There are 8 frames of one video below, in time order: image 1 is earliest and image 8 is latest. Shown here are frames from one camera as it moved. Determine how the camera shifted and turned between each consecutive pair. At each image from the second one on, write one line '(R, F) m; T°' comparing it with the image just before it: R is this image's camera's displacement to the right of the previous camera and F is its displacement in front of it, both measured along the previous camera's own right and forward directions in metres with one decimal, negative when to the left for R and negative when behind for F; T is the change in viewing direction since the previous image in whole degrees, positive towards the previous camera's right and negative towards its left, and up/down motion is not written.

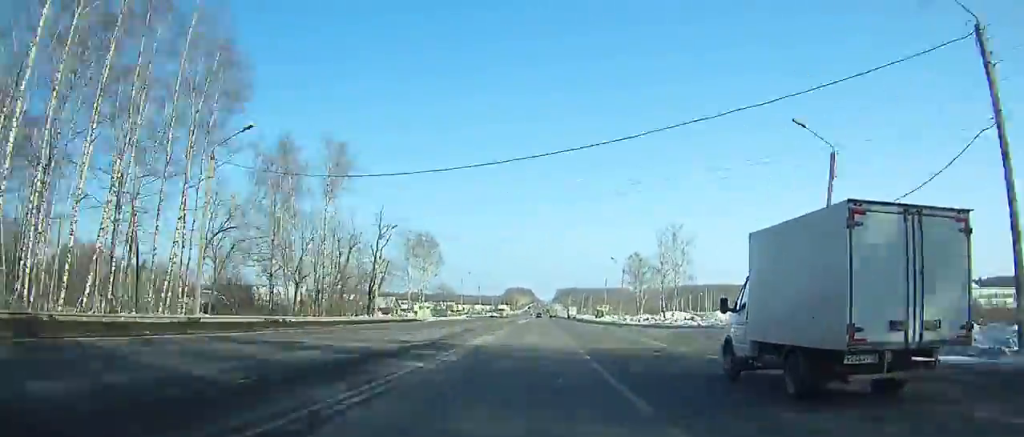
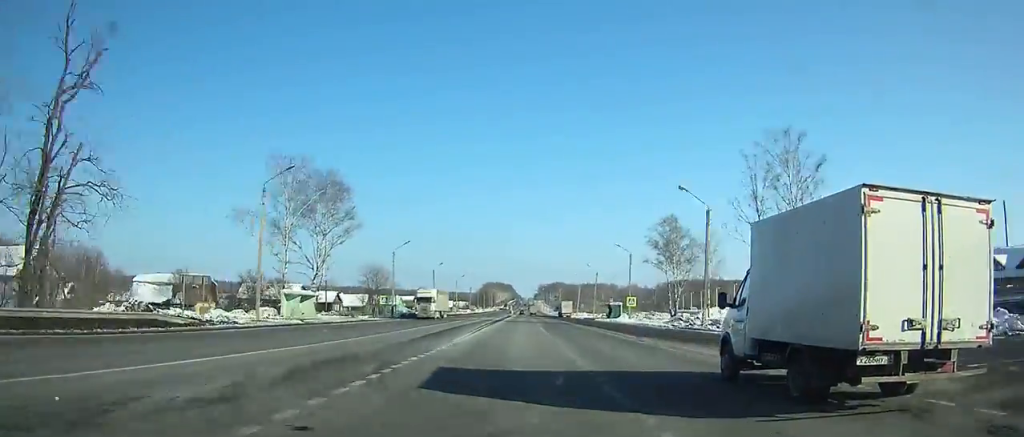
(+0.8, +54.7) m; +1°
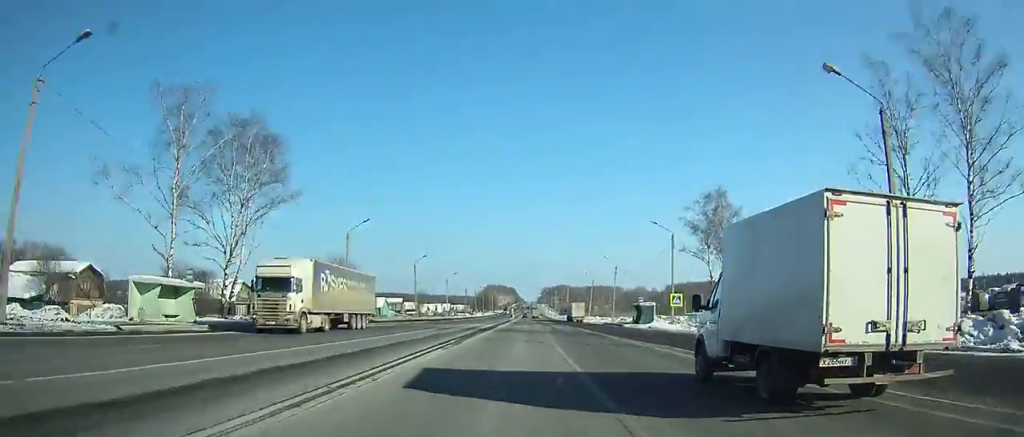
(0.0, +23.5) m; 0°
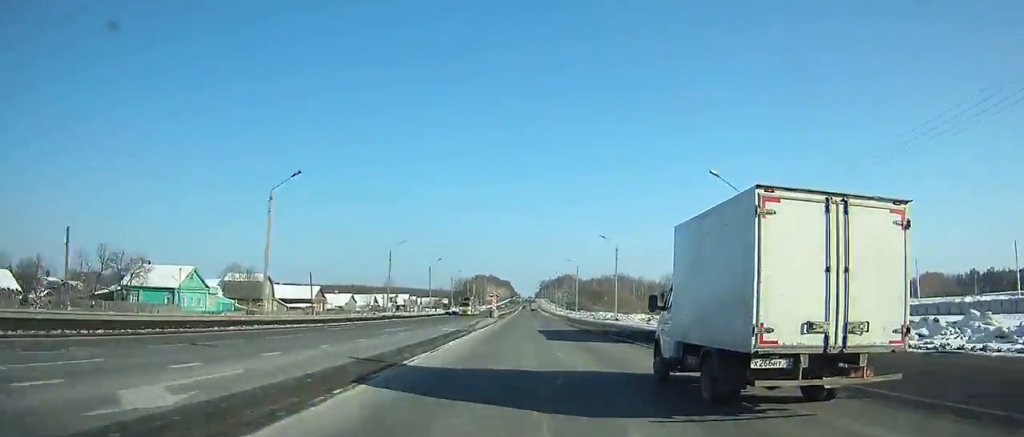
(+0.1, +95.5) m; 0°
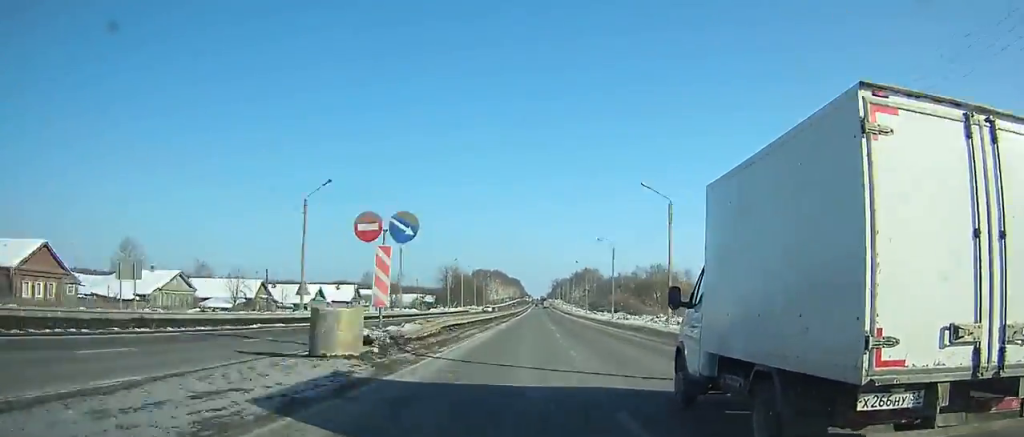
(-0.4, +69.4) m; 0°
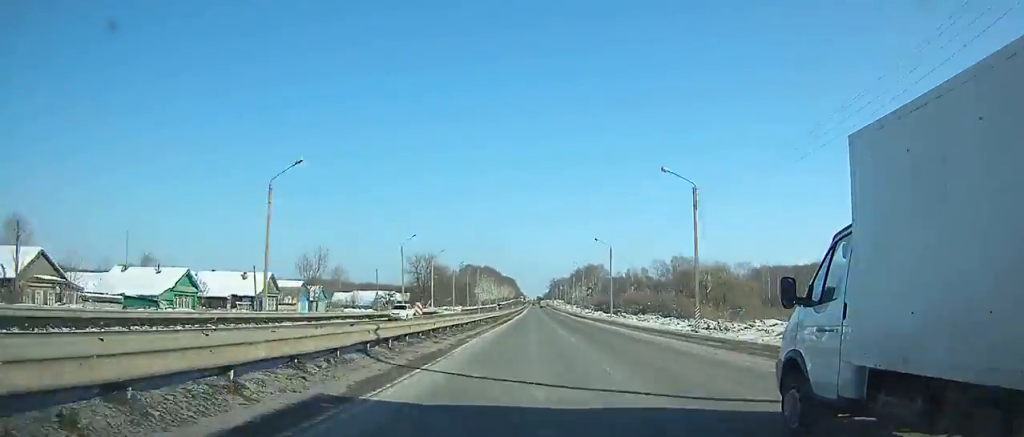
(-0.1, +41.2) m; 0°
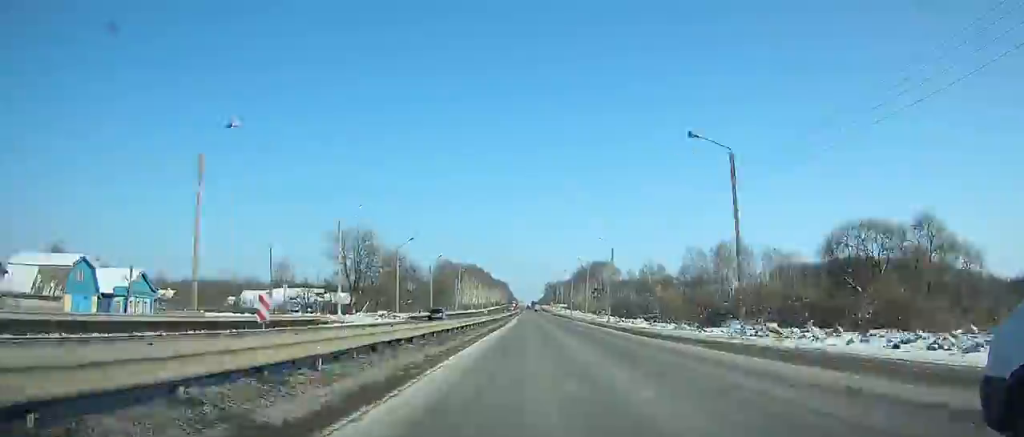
(+0.4, +51.7) m; +1°
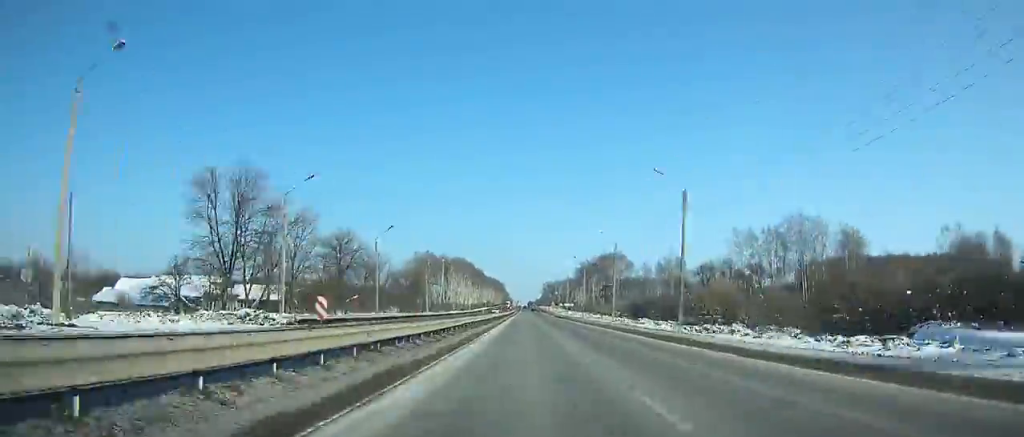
(+0.2, +37.3) m; 0°
